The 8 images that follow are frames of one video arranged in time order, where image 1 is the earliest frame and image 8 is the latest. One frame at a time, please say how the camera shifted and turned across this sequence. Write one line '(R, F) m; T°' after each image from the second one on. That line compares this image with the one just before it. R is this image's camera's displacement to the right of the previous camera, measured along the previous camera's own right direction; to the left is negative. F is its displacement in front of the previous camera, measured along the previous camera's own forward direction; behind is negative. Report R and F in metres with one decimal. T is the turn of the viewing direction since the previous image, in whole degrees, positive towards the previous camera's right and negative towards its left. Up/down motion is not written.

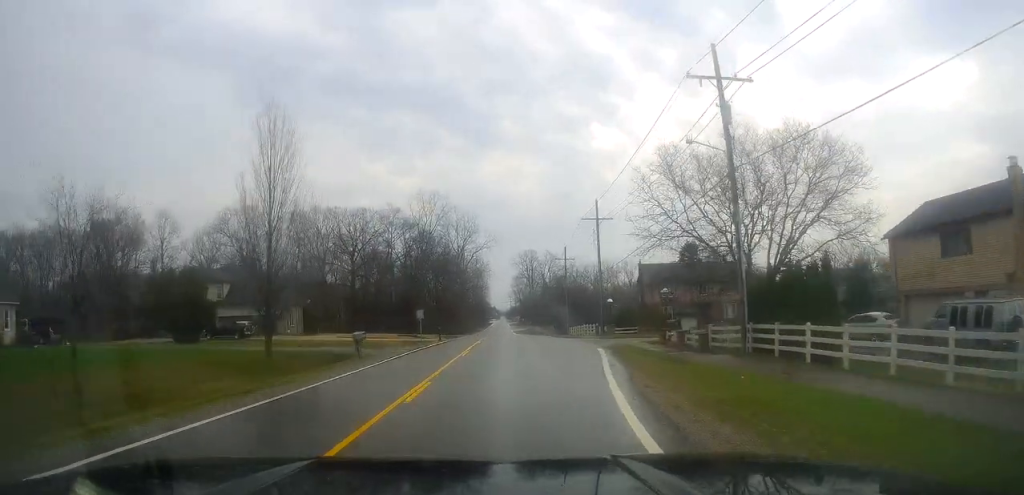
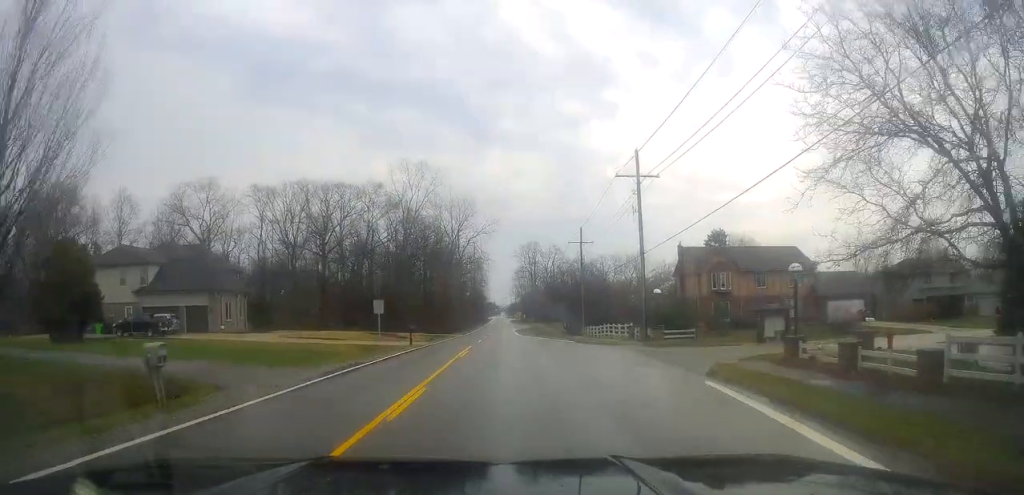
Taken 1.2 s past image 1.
(+0.1, +17.2) m; -1°
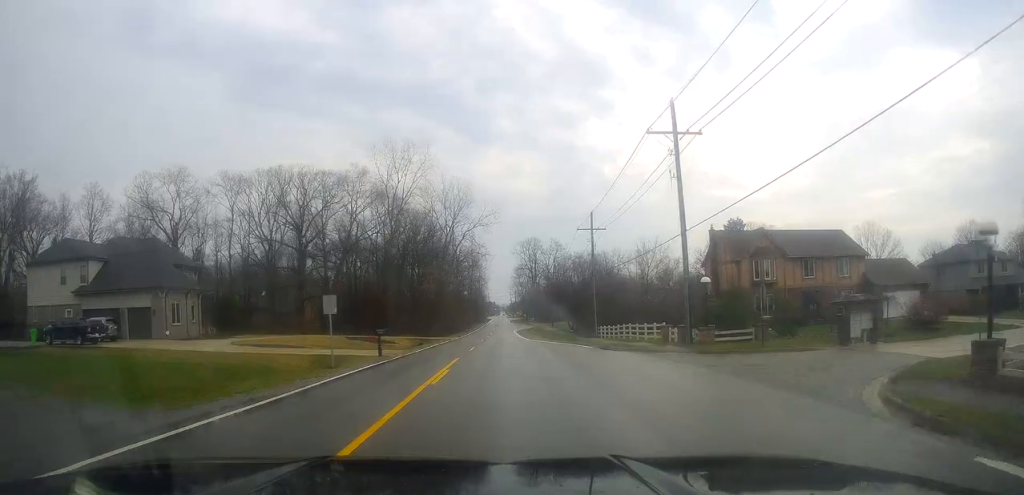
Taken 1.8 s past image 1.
(-0.2, +9.7) m; -1°
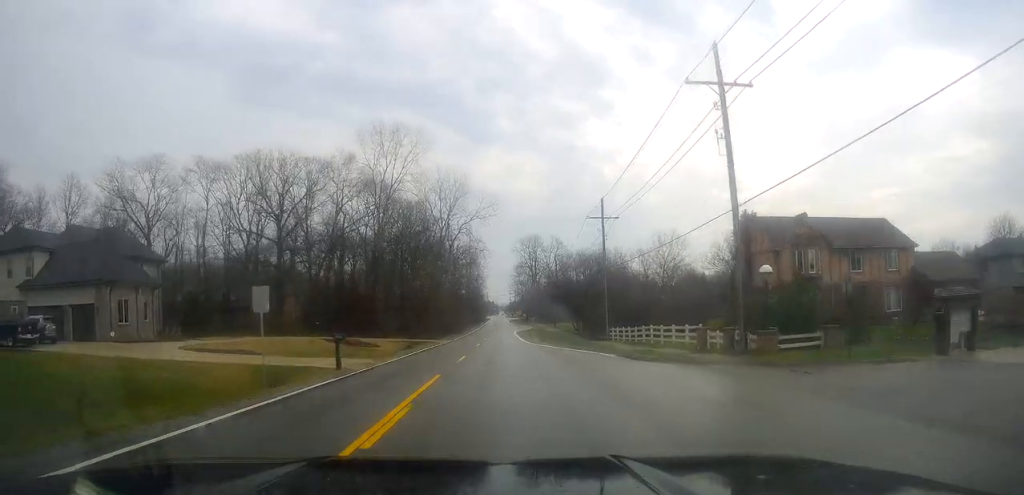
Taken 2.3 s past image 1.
(0.0, +7.2) m; +1°
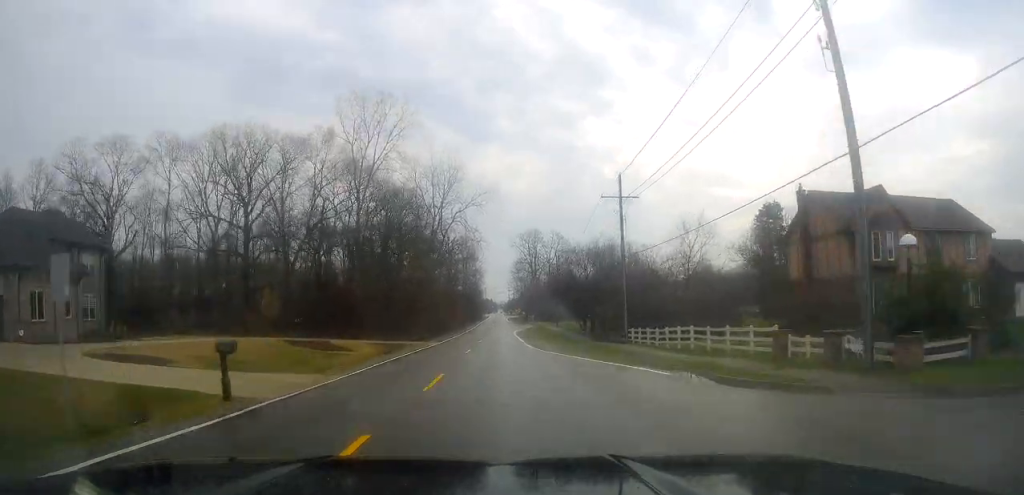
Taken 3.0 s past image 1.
(0.0, +9.1) m; +1°
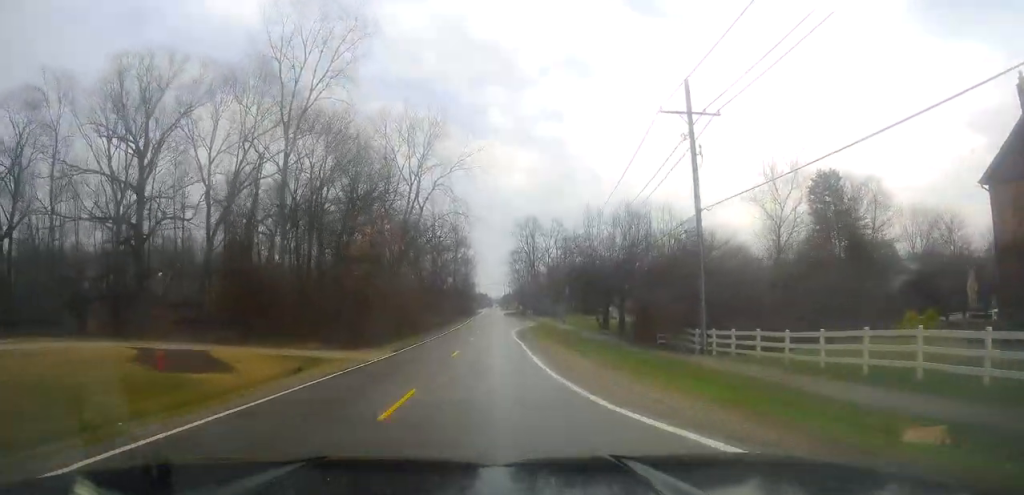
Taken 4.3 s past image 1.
(+0.6, +18.9) m; +2°
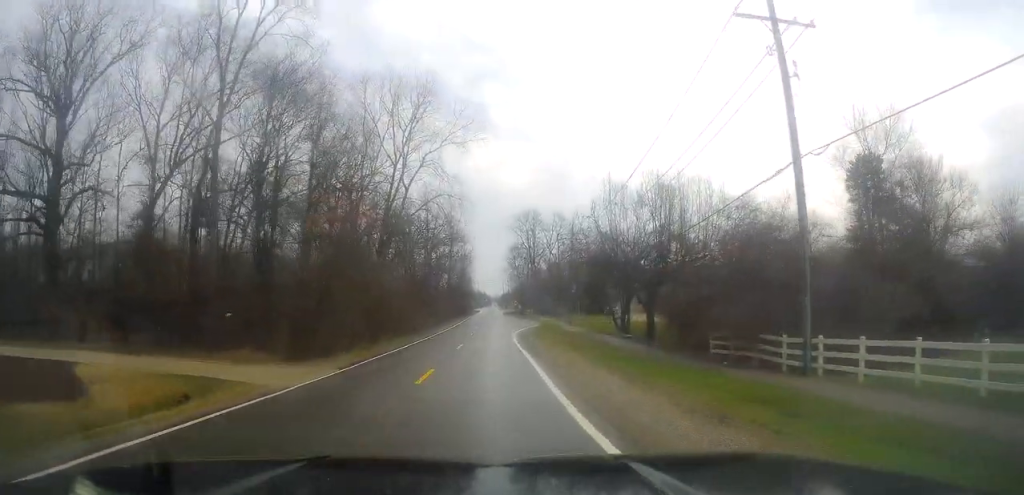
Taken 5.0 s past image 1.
(0.0, +9.9) m; 0°
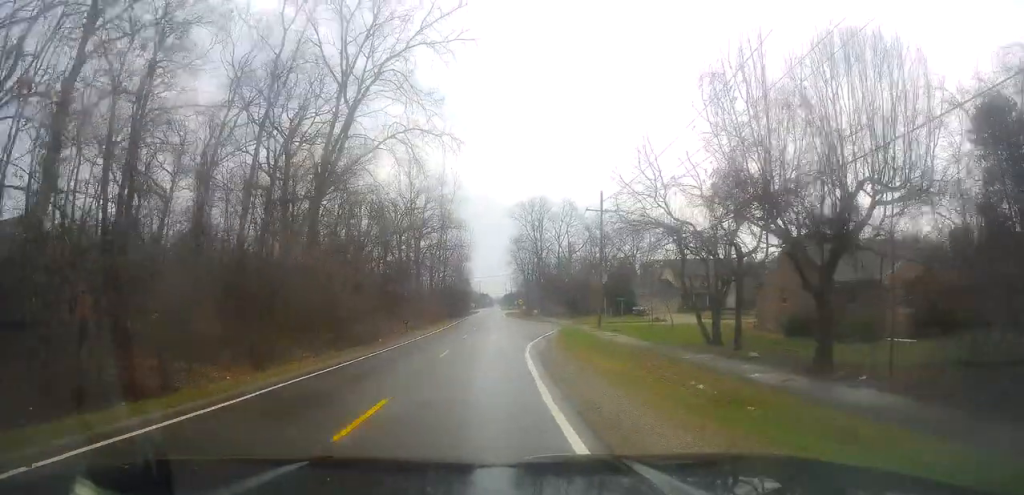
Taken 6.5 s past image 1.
(0.0, +21.7) m; -2°
